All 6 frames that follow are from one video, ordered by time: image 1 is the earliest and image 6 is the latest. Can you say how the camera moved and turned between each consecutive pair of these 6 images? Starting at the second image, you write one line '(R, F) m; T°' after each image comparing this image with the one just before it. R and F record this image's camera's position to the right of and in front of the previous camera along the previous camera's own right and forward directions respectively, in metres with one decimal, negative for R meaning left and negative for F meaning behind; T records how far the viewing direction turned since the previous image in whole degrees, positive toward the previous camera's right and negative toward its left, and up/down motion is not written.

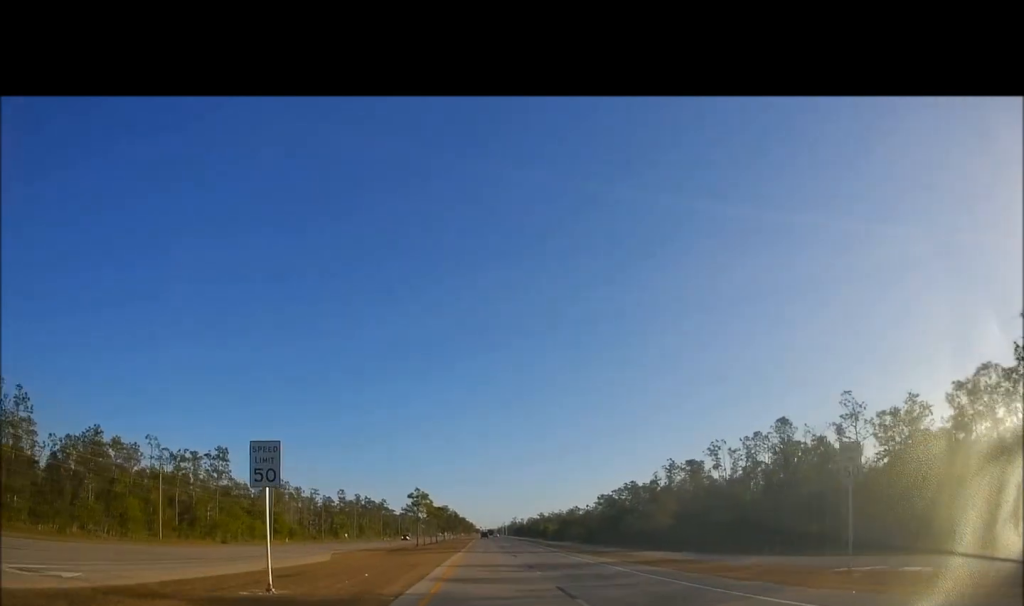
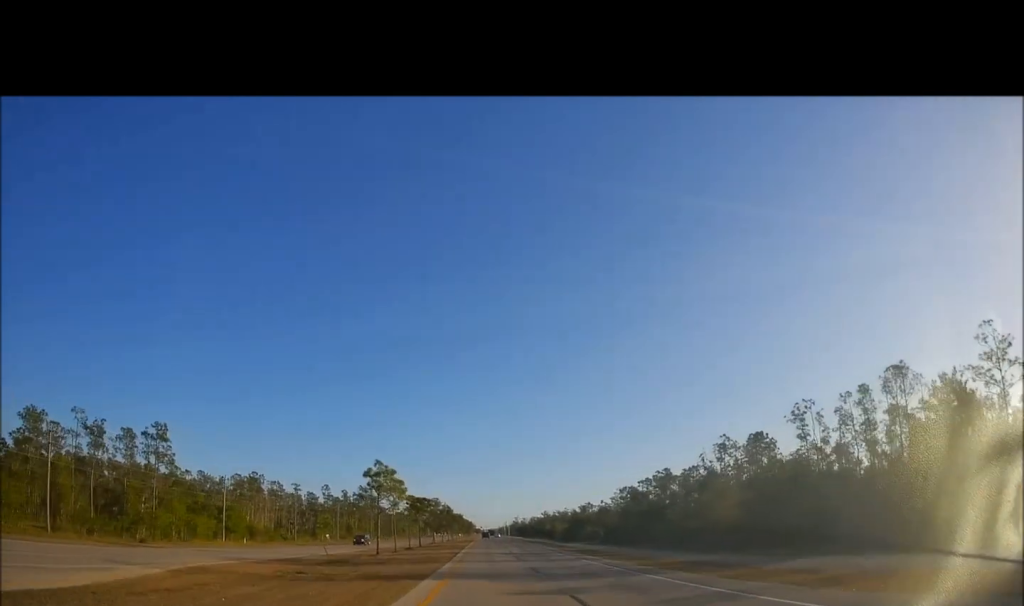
(-0.1, +26.3) m; 0°
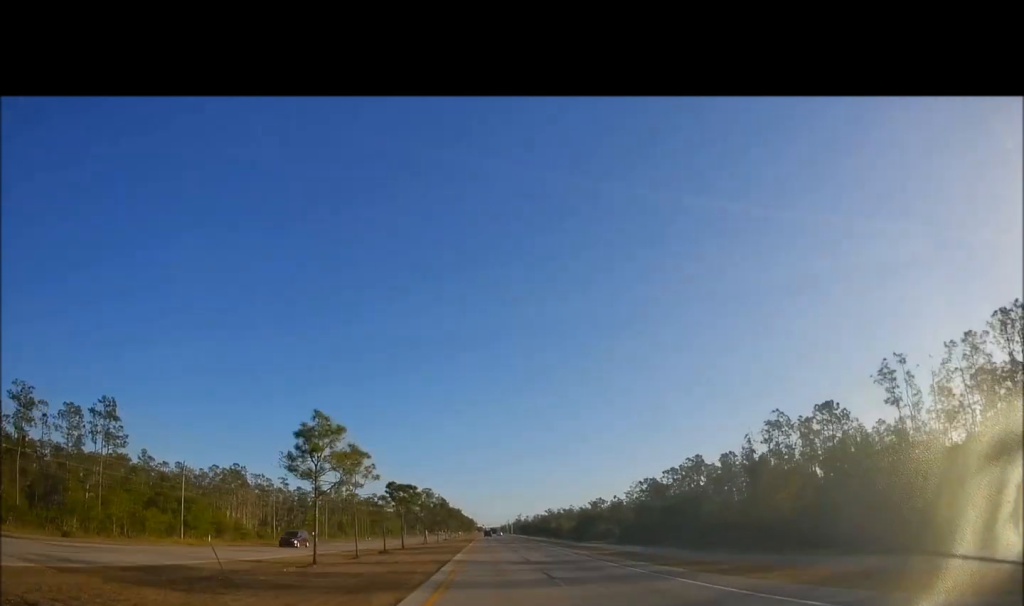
(0.0, +16.7) m; 0°
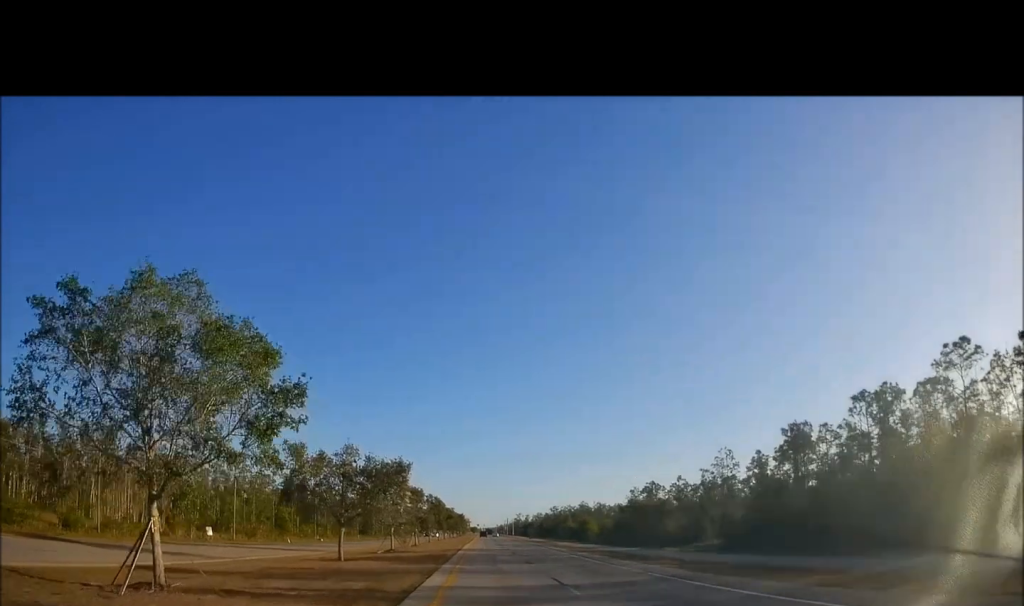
(+0.3, +63.2) m; 0°
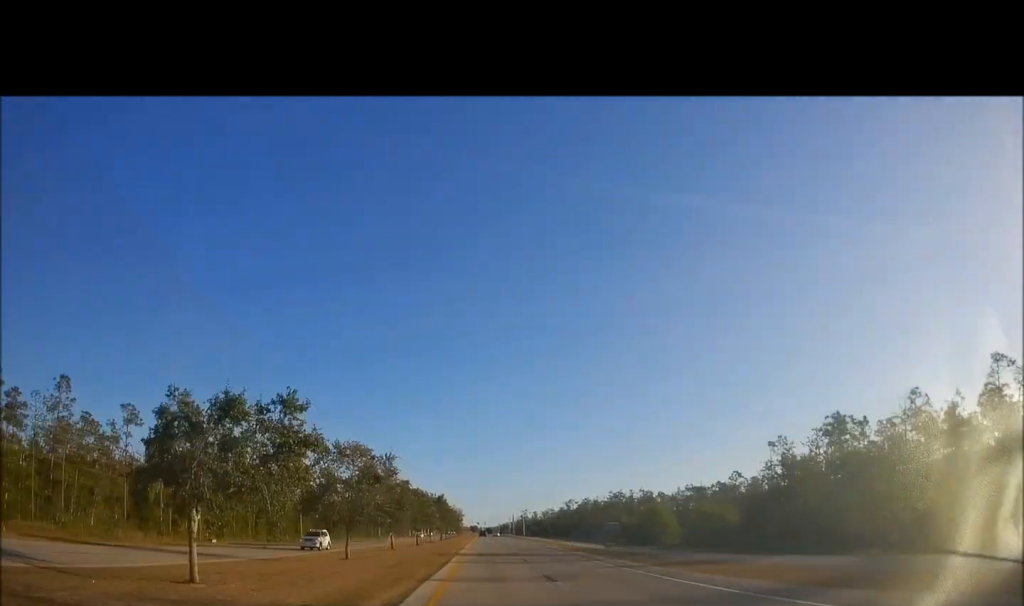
(+0.3, +71.3) m; +1°
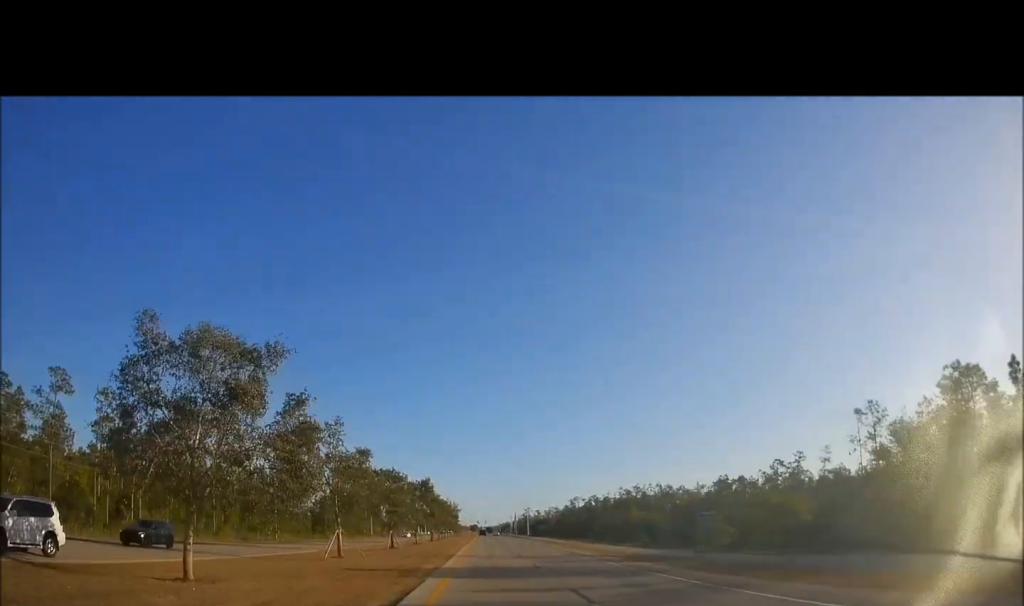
(+0.2, +19.3) m; 0°
